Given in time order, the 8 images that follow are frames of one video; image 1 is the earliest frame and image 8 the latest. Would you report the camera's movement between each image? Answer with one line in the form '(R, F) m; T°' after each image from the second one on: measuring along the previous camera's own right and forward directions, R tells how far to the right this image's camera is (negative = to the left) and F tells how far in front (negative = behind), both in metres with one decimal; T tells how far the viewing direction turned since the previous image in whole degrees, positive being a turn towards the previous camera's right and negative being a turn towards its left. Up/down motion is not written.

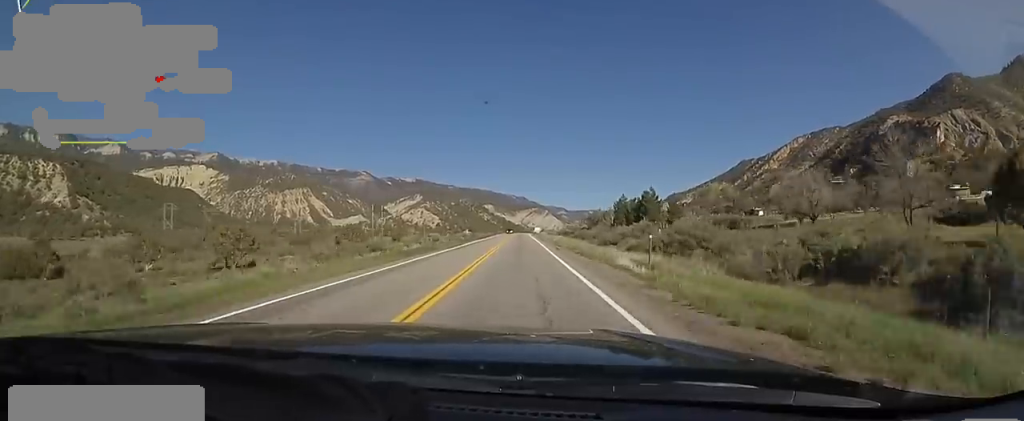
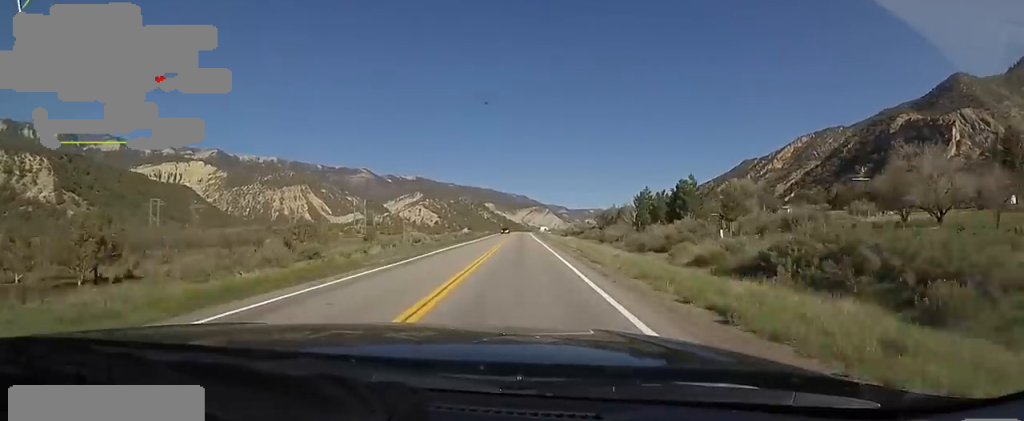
(+0.3, +17.3) m; +1°
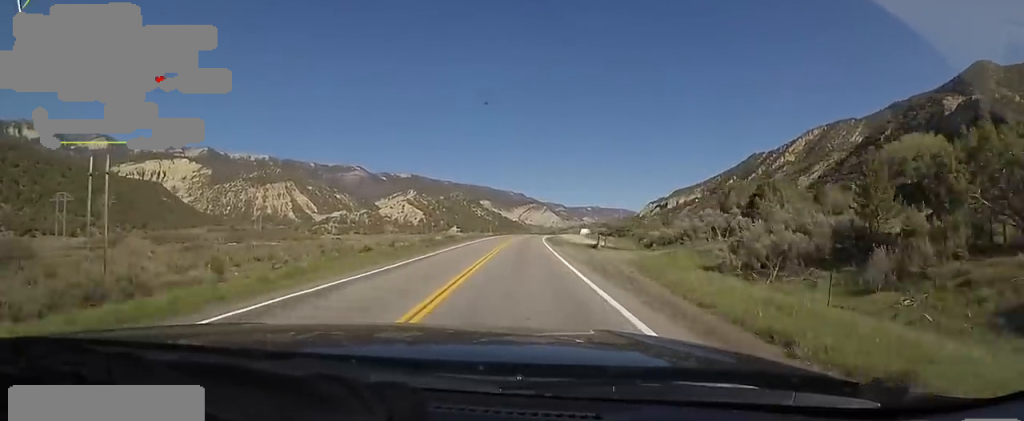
(-0.7, +88.4) m; 0°
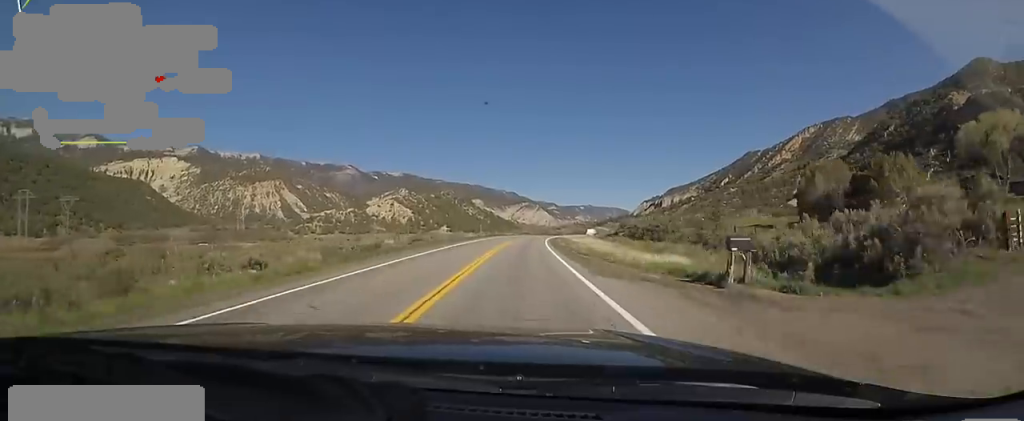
(+0.9, +22.6) m; 0°
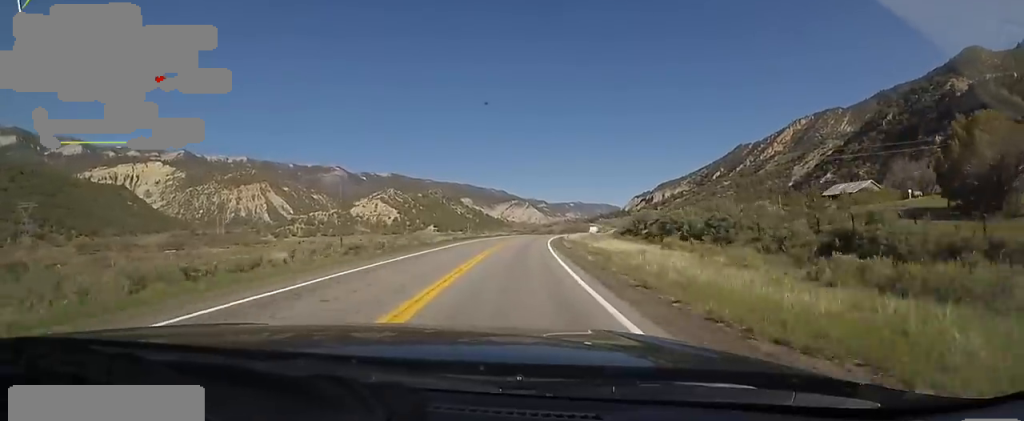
(-0.8, +20.5) m; +1°
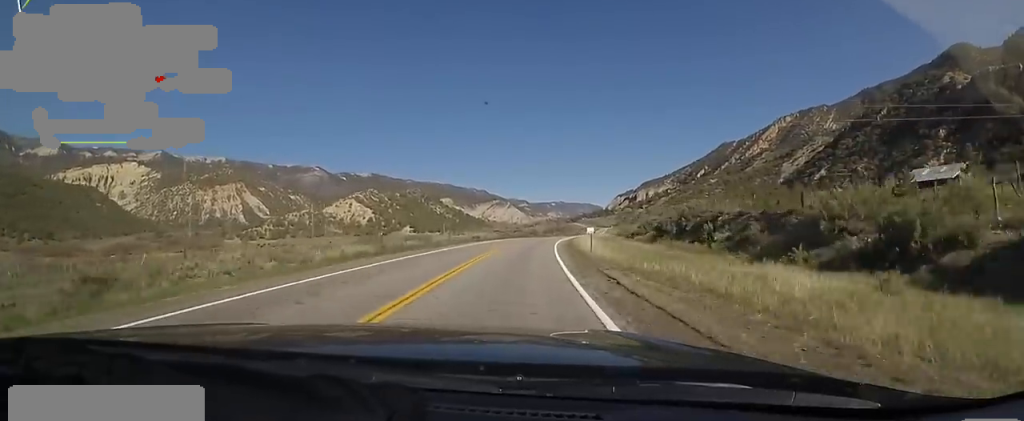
(+0.6, +27.7) m; +4°
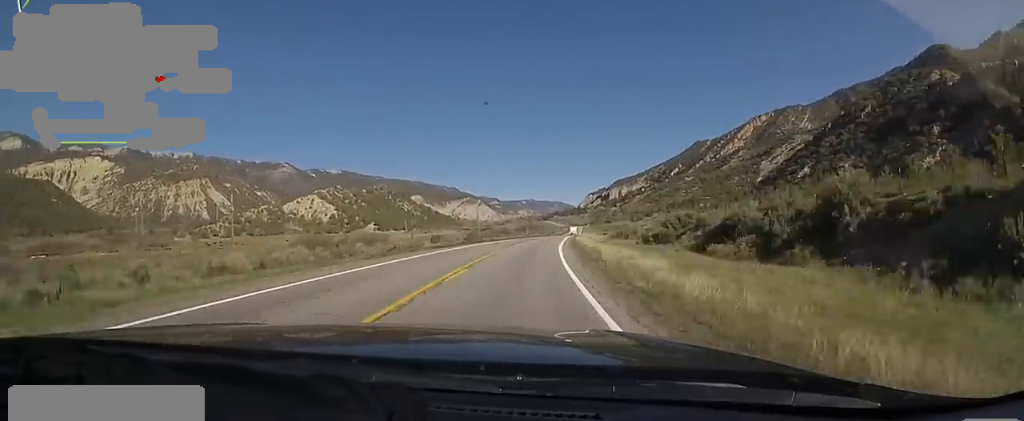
(+1.2, +26.7) m; +3°
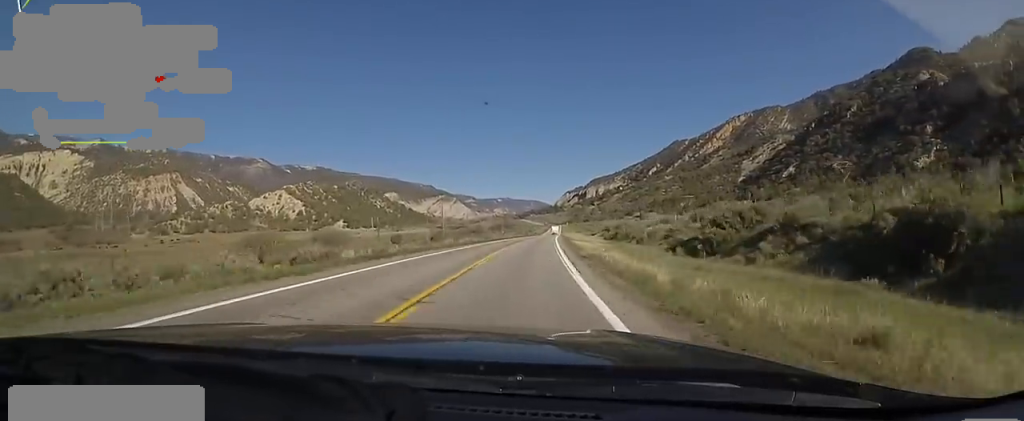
(+0.6, +19.5) m; 0°
